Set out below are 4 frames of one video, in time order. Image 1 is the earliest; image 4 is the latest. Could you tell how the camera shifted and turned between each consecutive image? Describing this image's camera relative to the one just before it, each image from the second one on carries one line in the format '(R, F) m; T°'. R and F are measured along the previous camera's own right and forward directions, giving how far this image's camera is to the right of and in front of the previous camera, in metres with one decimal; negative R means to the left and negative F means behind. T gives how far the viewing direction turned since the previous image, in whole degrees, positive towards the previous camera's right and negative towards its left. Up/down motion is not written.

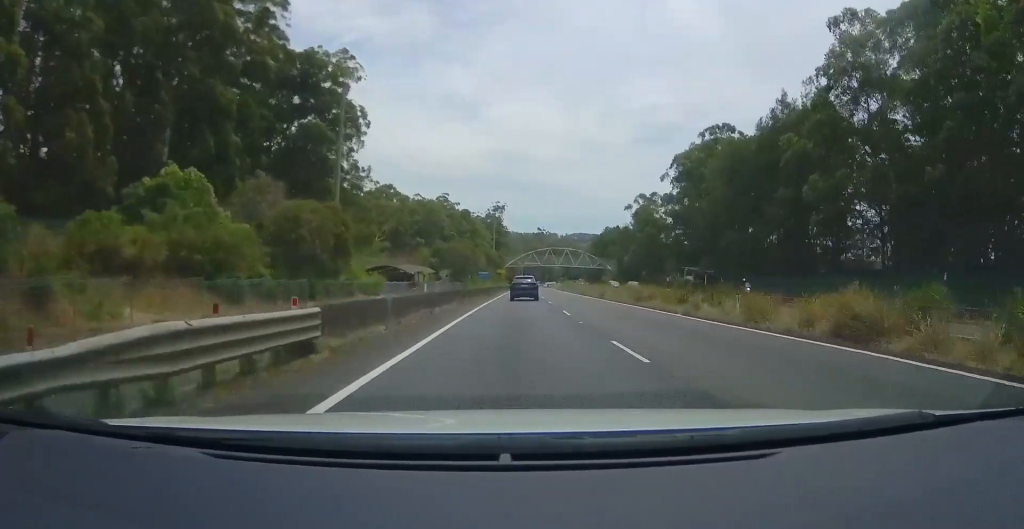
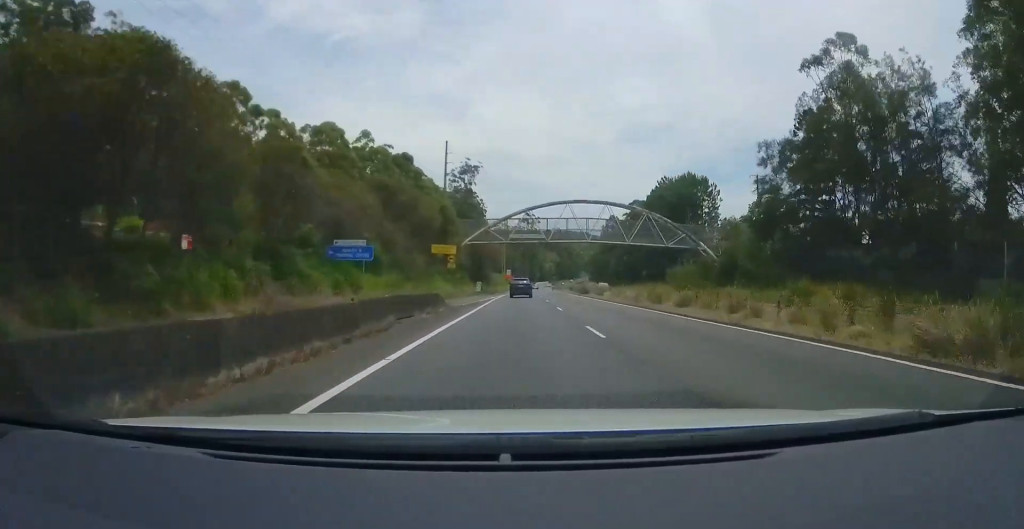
(+0.4, +93.3) m; +2°
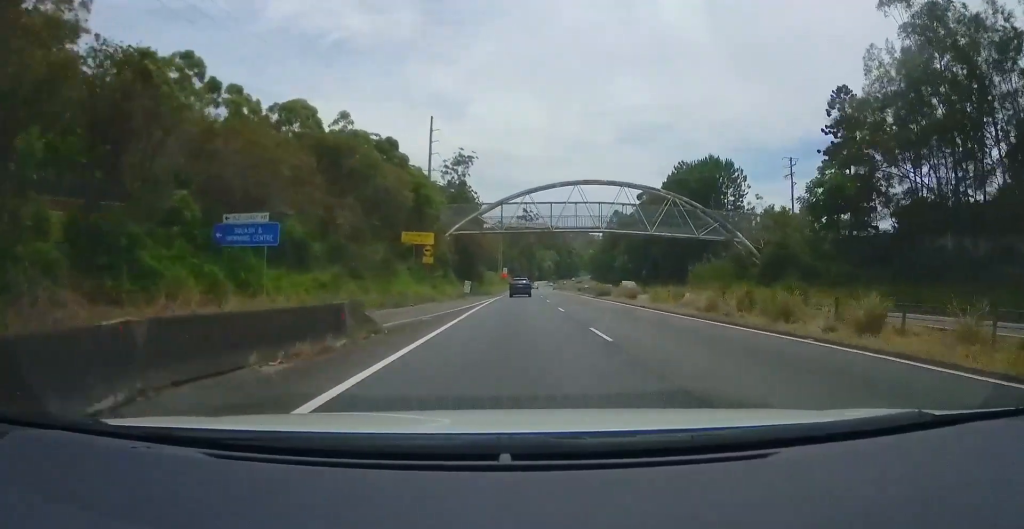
(+0.2, +12.8) m; +1°
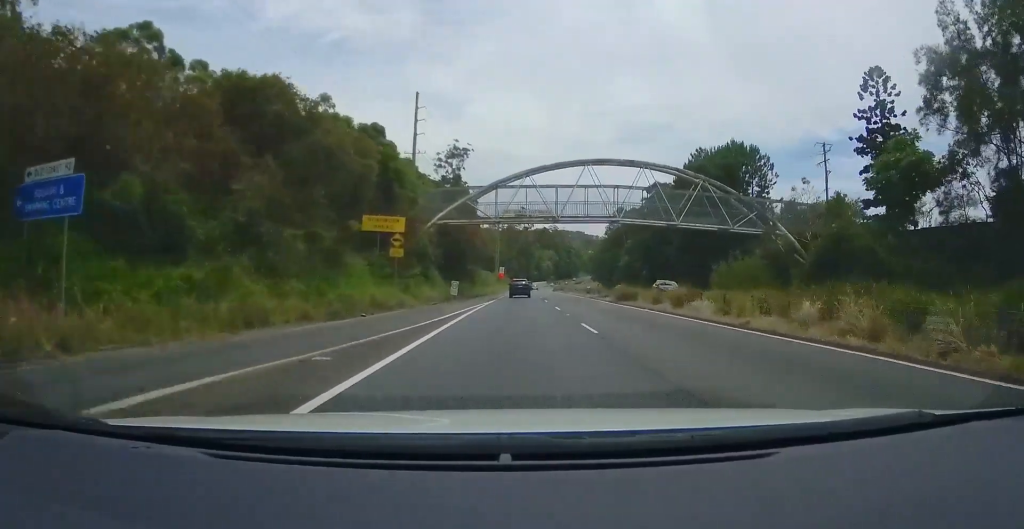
(+0.1, +10.3) m; +1°
